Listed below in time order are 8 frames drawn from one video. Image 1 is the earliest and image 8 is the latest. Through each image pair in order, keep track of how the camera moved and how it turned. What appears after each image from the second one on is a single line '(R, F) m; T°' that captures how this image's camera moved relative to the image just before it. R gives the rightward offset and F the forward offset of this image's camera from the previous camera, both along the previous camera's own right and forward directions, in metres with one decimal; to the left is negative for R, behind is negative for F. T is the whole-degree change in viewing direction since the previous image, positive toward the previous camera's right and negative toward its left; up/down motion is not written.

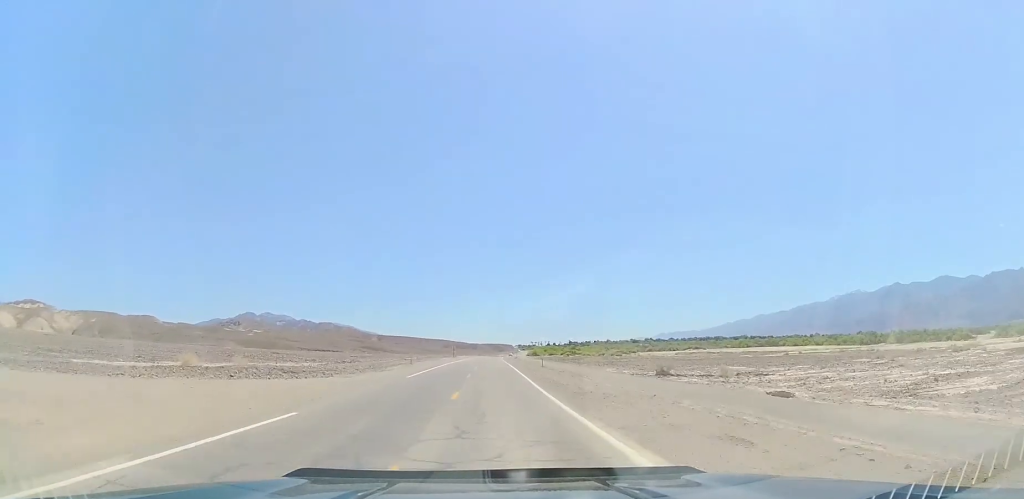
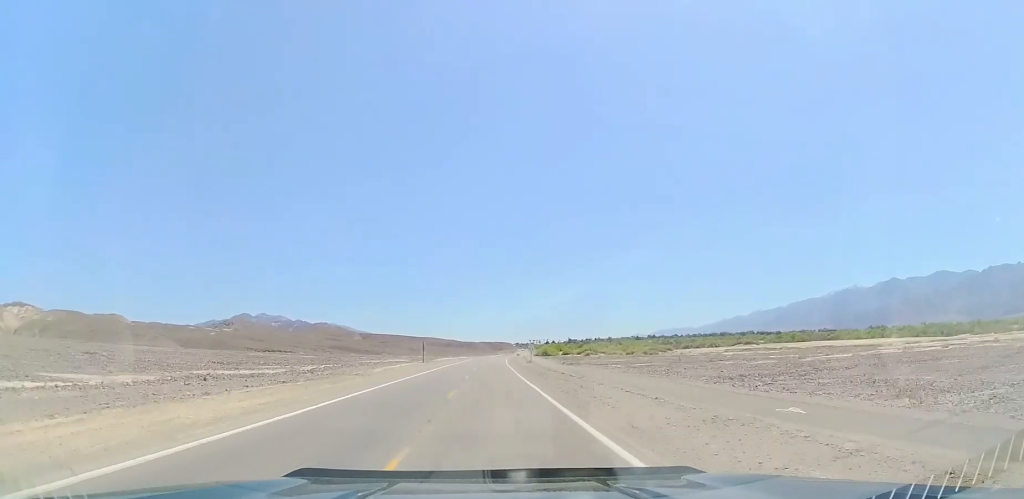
(+0.2, +57.9) m; +1°
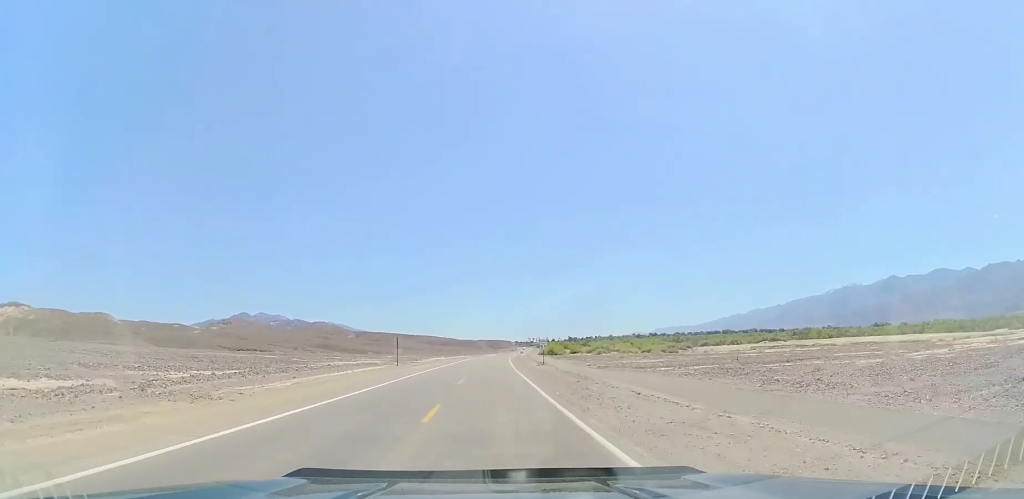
(+0.1, +21.2) m; 0°
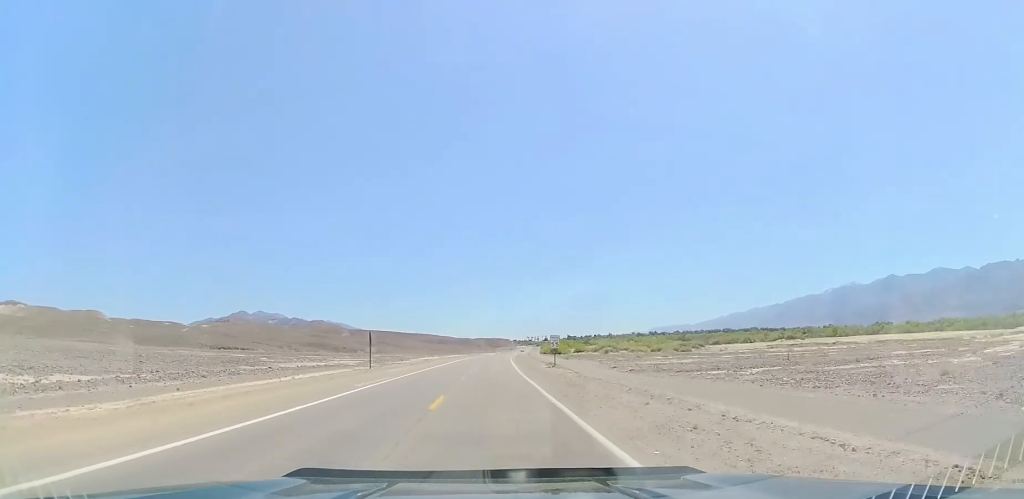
(0.0, +12.4) m; 0°
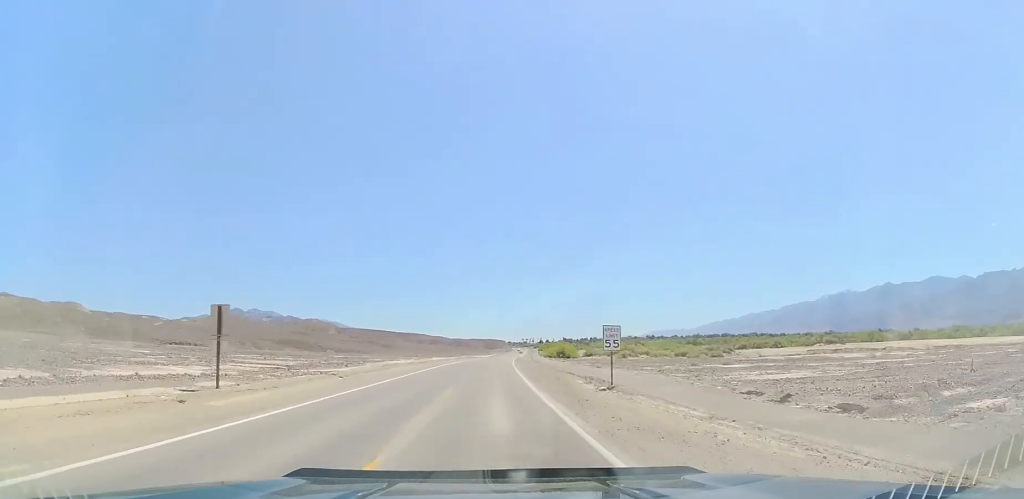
(0.0, +25.7) m; +1°
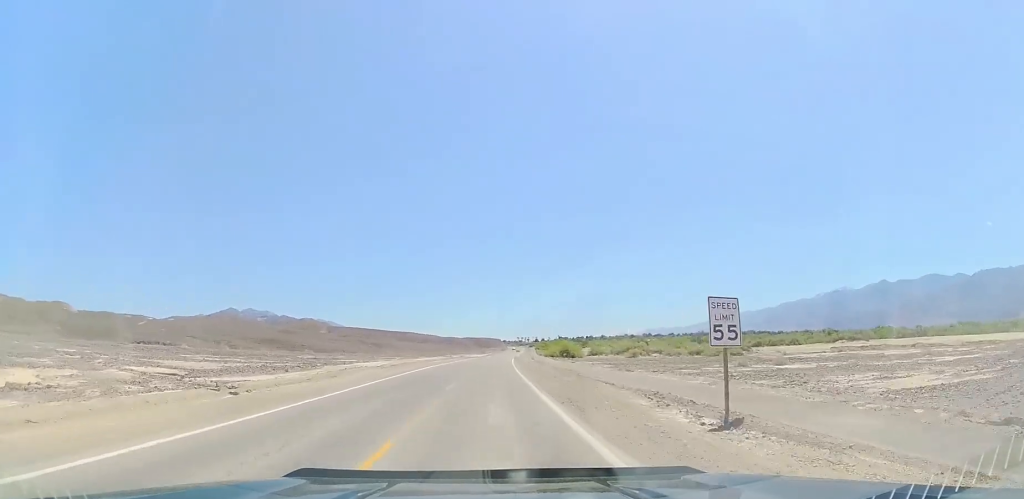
(0.0, +13.2) m; +1°
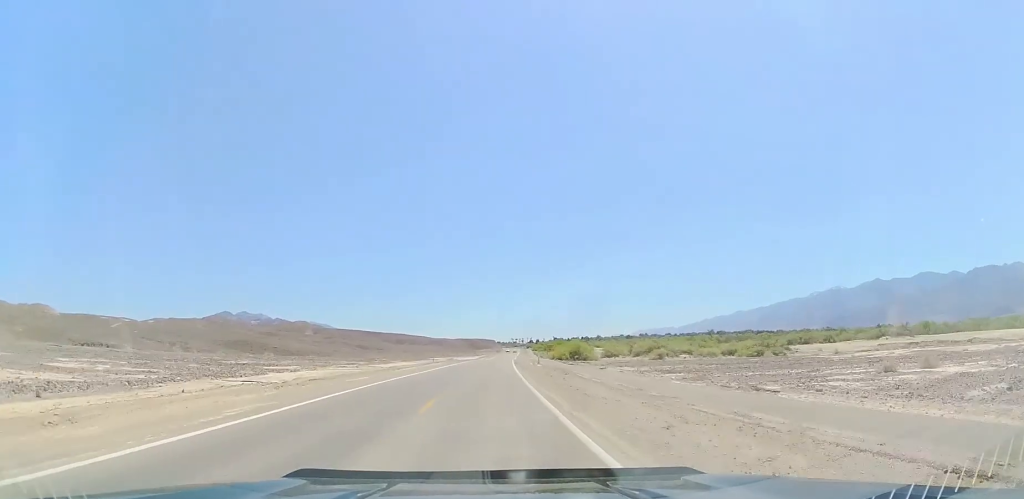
(+0.3, +21.1) m; +1°
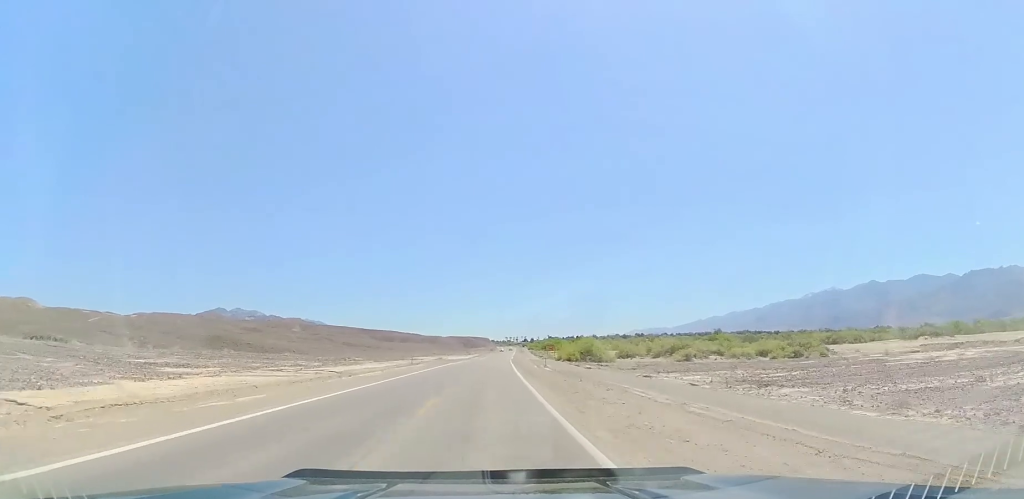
(0.0, +16.4) m; +1°
